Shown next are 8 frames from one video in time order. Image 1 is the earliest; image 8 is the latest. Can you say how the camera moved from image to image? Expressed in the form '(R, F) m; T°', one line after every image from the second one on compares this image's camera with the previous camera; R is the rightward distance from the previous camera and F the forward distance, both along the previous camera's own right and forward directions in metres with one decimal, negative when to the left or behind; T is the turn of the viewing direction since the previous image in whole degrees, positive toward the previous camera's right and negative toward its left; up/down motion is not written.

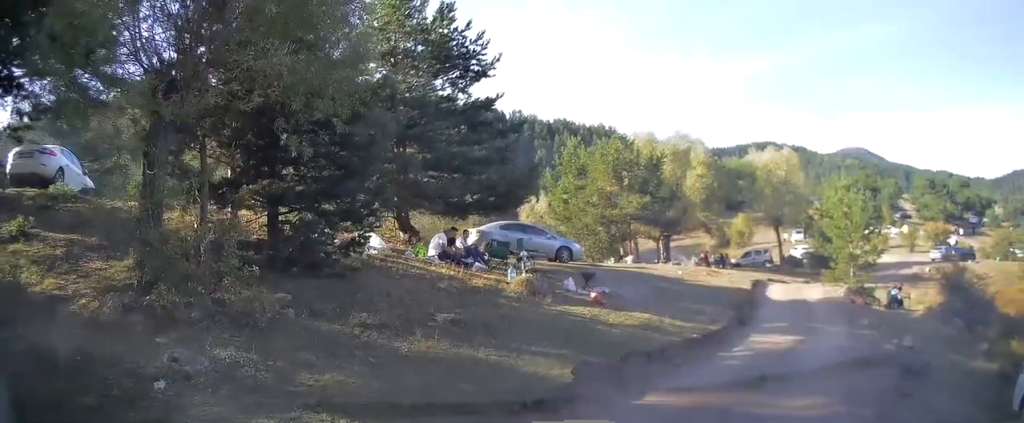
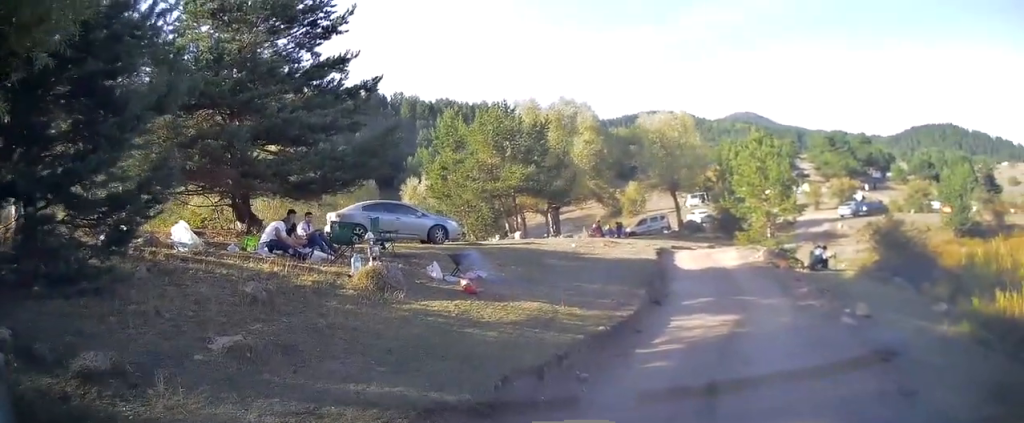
(+0.6, +2.8) m; +18°
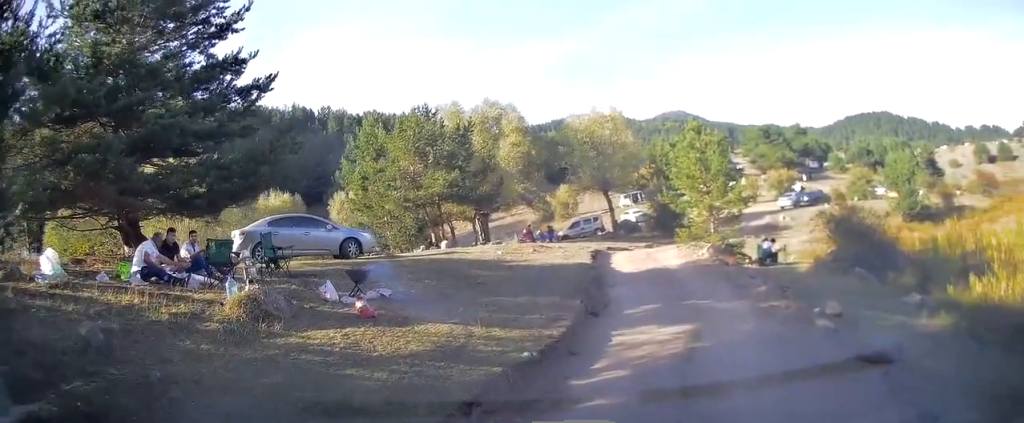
(+0.1, +1.8) m; +3°
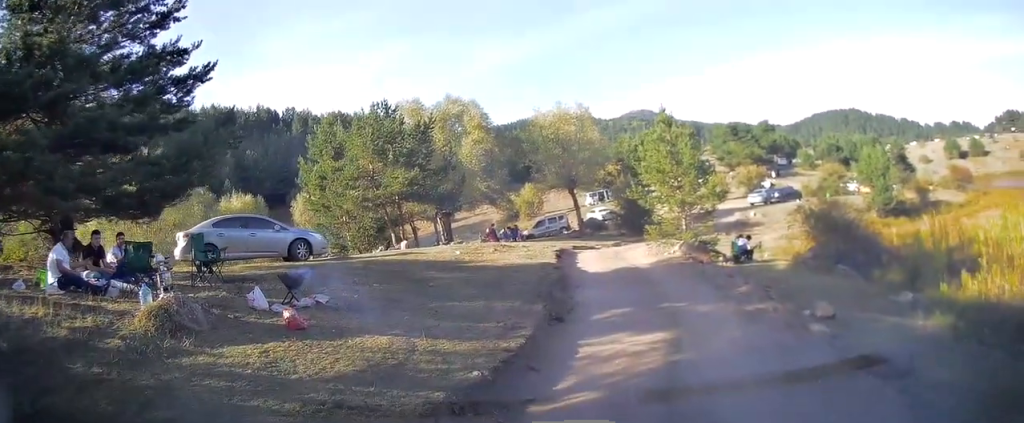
(0.0, +1.2) m; +3°
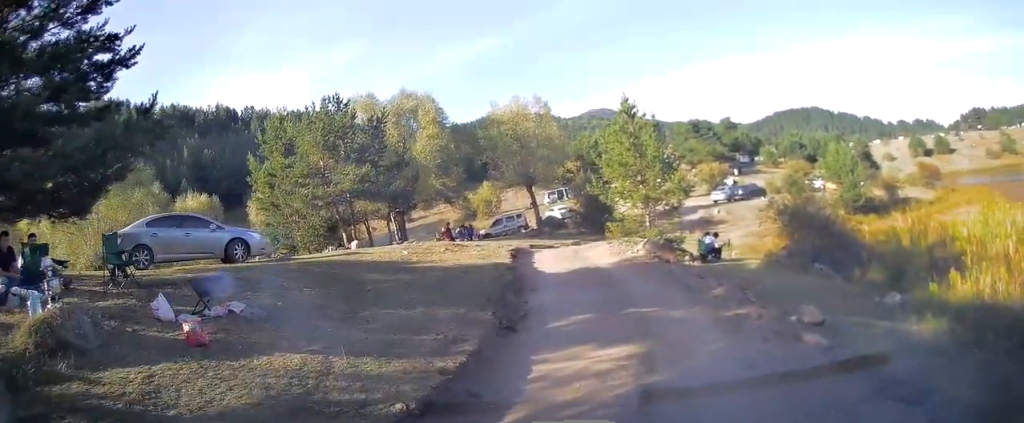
(0.0, +1.4) m; +5°
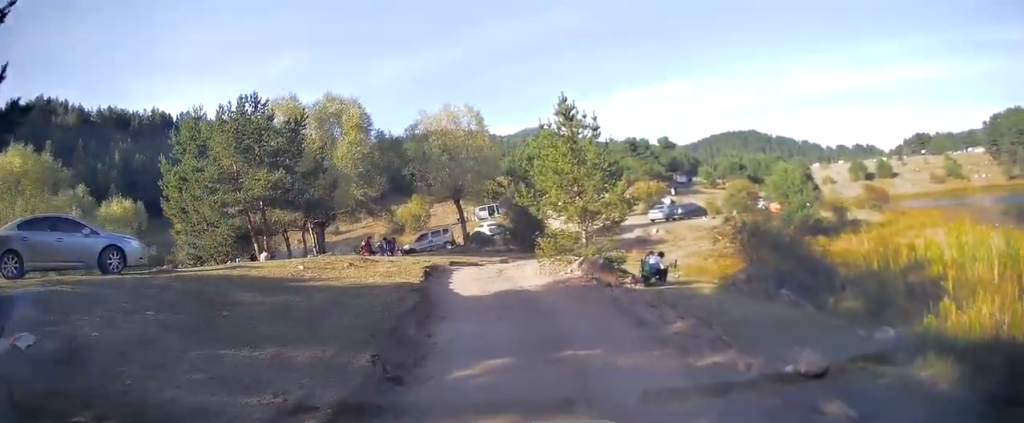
(+0.3, +2.9) m; +4°
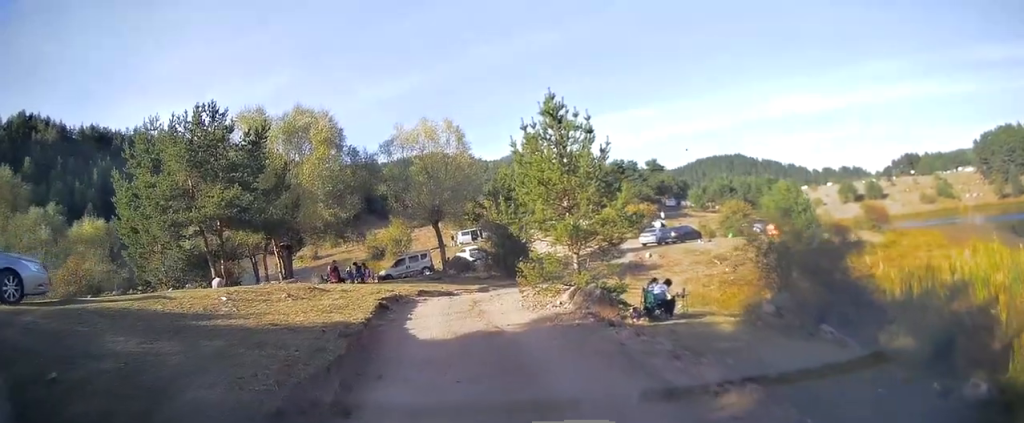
(-0.1, +3.5) m; -3°
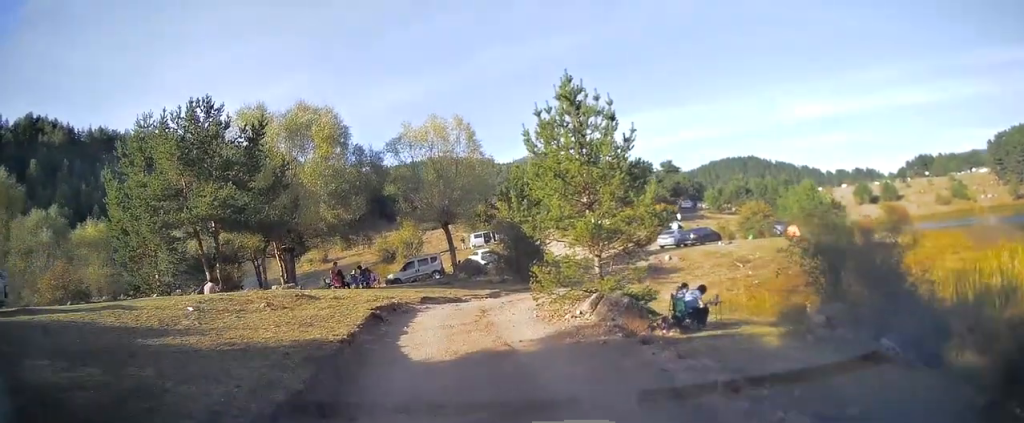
(0.0, +2.1) m; 0°
